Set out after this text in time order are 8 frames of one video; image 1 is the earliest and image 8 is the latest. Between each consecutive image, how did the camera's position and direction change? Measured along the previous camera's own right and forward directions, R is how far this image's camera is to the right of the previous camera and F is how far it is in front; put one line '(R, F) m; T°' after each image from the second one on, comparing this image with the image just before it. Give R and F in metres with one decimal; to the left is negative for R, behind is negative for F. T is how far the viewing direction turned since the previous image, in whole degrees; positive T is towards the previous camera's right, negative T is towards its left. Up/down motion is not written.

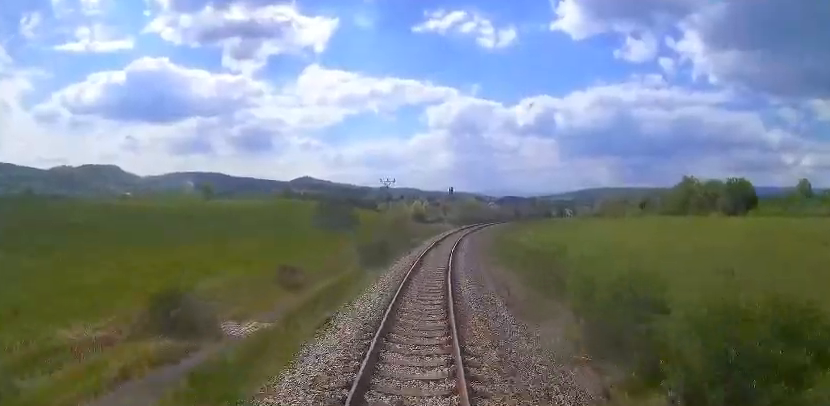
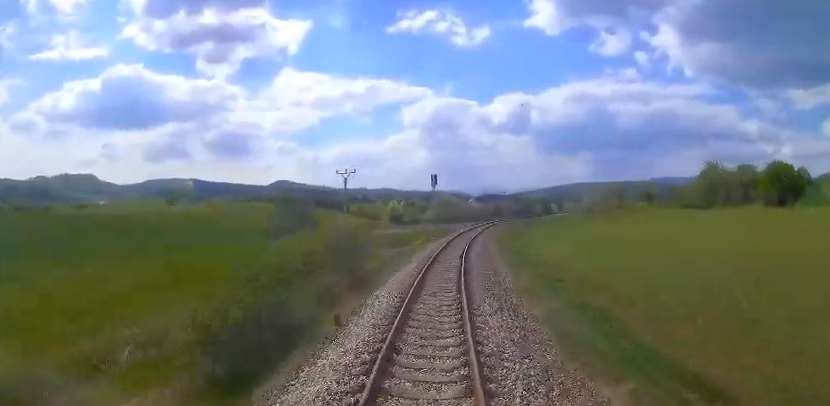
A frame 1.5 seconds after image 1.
(-0.1, +19.5) m; +2°
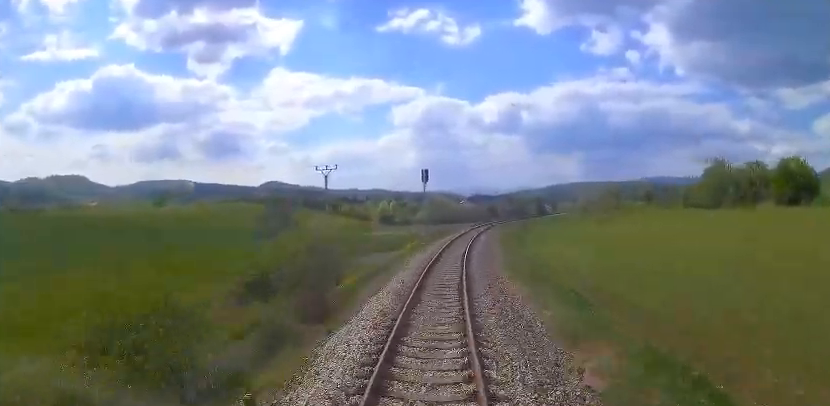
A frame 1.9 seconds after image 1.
(+0.3, +5.6) m; +2°
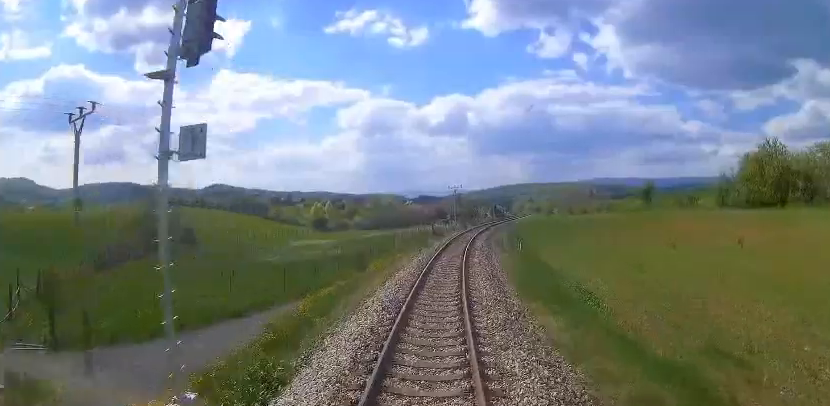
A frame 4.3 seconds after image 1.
(+2.8, +30.6) m; +9°
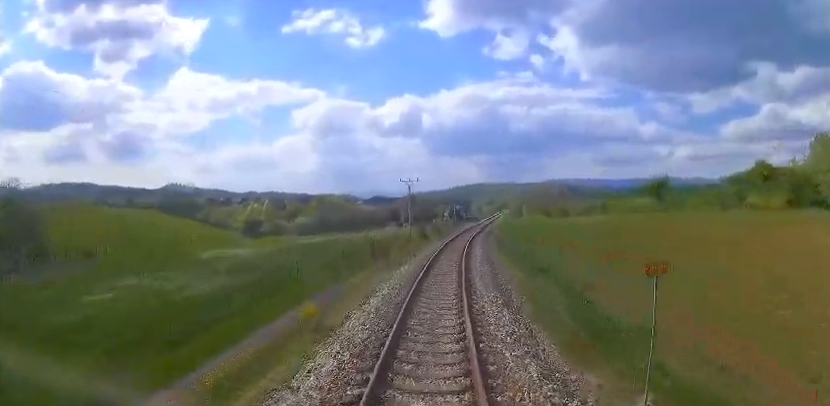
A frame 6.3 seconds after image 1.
(+0.5, +25.8) m; +4°
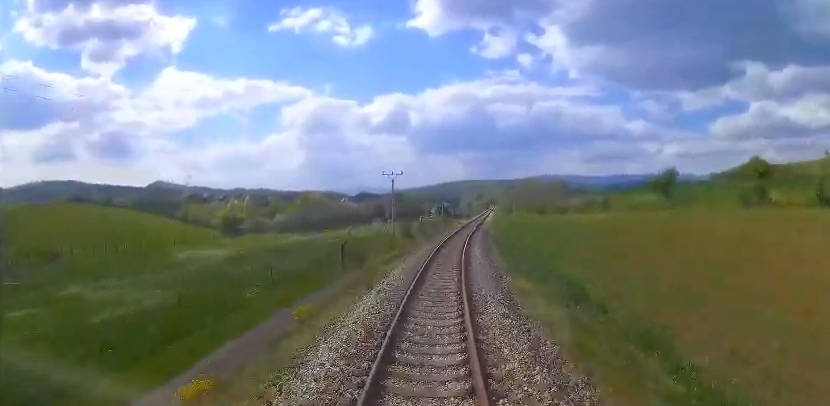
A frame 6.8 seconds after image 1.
(+0.1, +7.5) m; +2°
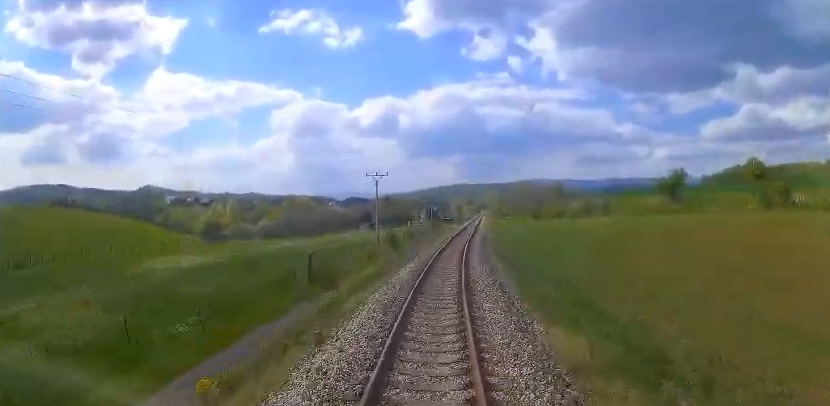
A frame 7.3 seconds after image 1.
(+0.3, +6.2) m; +2°
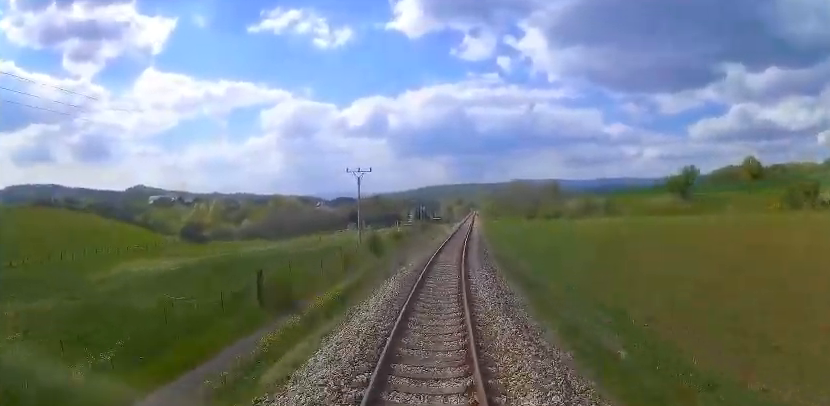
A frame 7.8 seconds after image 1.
(+0.1, +6.2) m; +2°
